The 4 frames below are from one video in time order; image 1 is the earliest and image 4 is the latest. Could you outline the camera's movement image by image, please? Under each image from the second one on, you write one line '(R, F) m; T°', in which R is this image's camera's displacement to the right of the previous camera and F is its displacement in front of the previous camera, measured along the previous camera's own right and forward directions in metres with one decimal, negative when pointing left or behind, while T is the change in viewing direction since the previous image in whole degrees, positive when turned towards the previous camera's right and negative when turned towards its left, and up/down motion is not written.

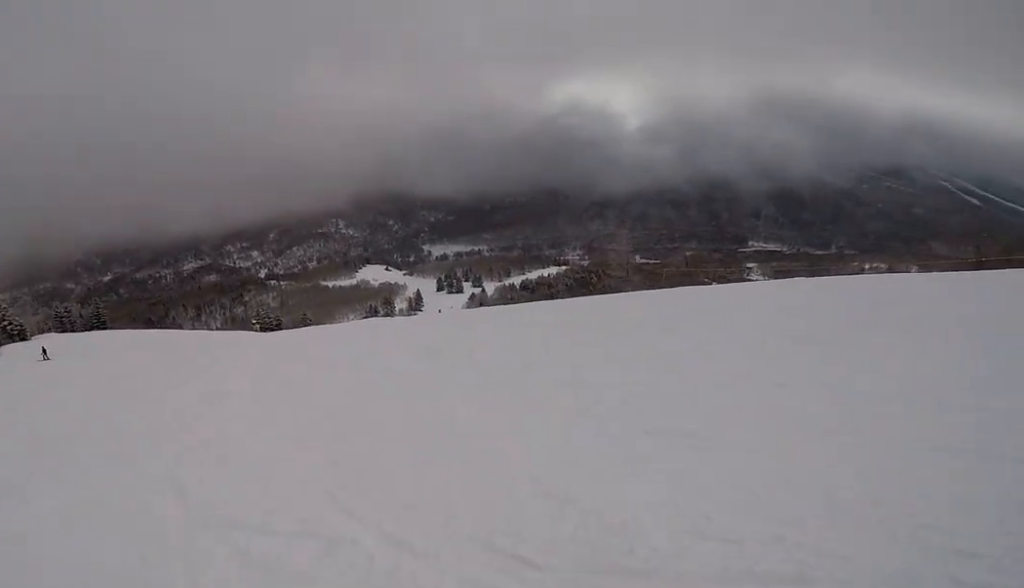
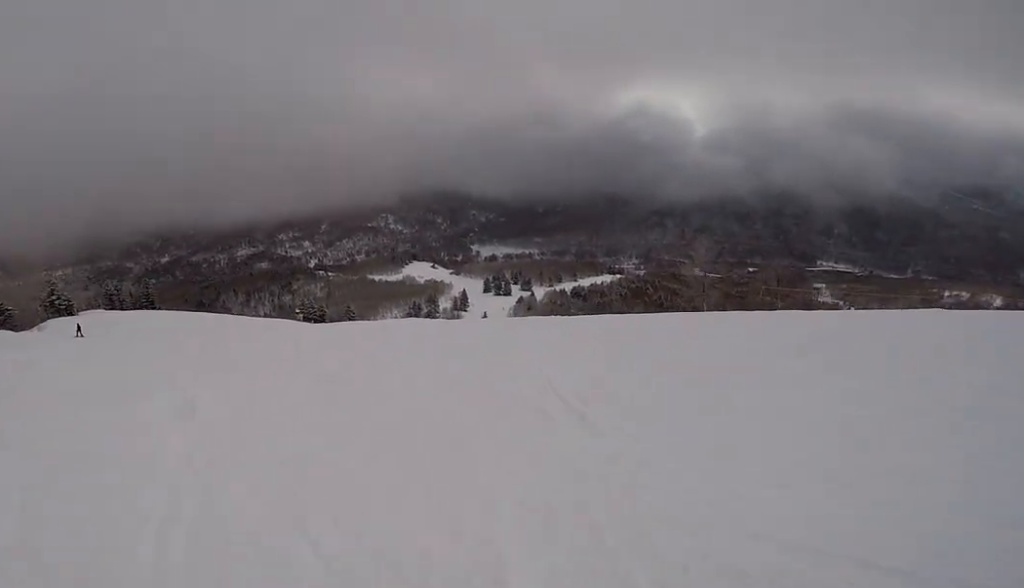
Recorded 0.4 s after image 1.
(+0.3, +2.4) m; -5°
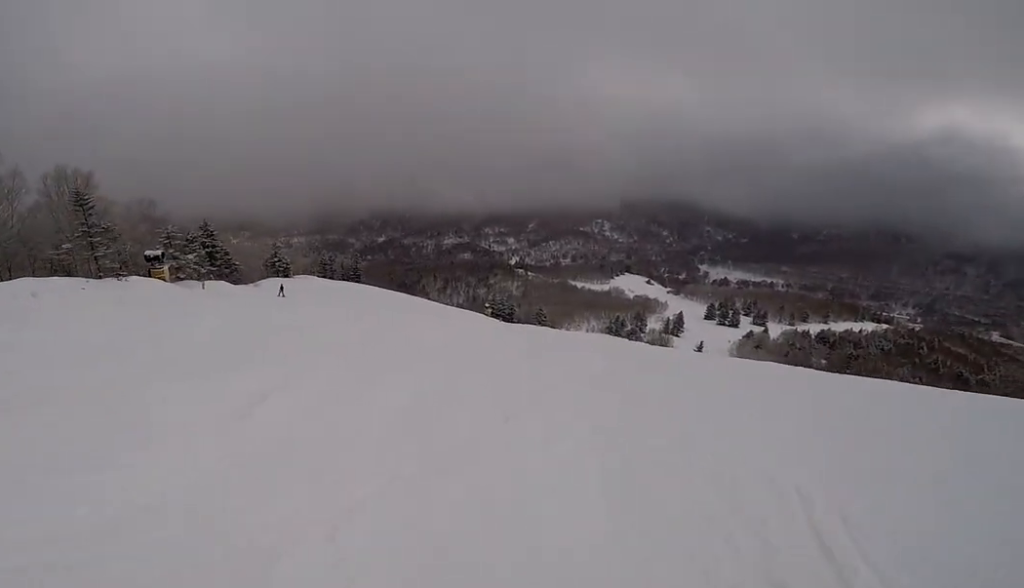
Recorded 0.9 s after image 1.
(-0.1, +2.5) m; -10°
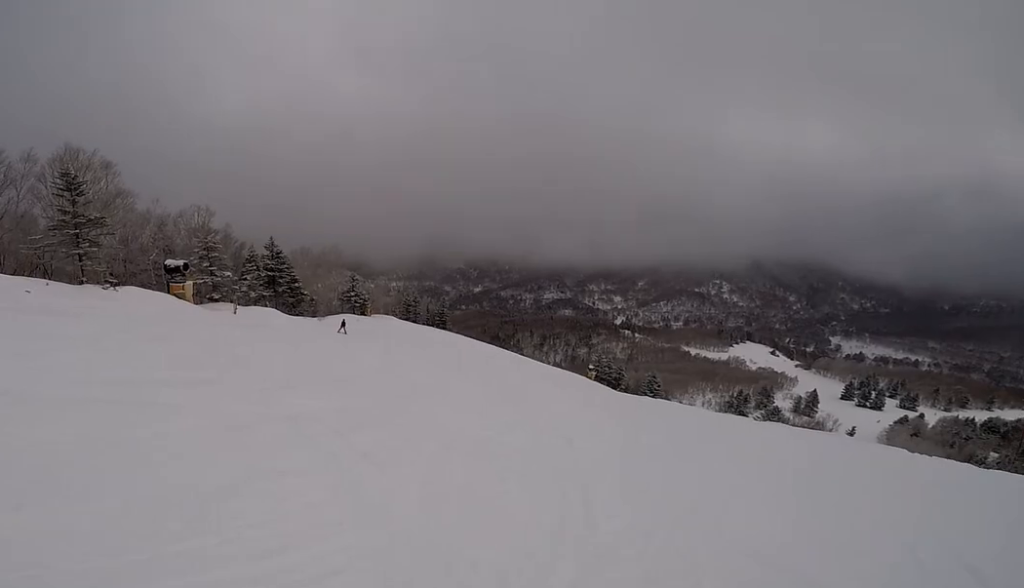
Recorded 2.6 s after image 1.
(-4.2, +8.5) m; -27°
